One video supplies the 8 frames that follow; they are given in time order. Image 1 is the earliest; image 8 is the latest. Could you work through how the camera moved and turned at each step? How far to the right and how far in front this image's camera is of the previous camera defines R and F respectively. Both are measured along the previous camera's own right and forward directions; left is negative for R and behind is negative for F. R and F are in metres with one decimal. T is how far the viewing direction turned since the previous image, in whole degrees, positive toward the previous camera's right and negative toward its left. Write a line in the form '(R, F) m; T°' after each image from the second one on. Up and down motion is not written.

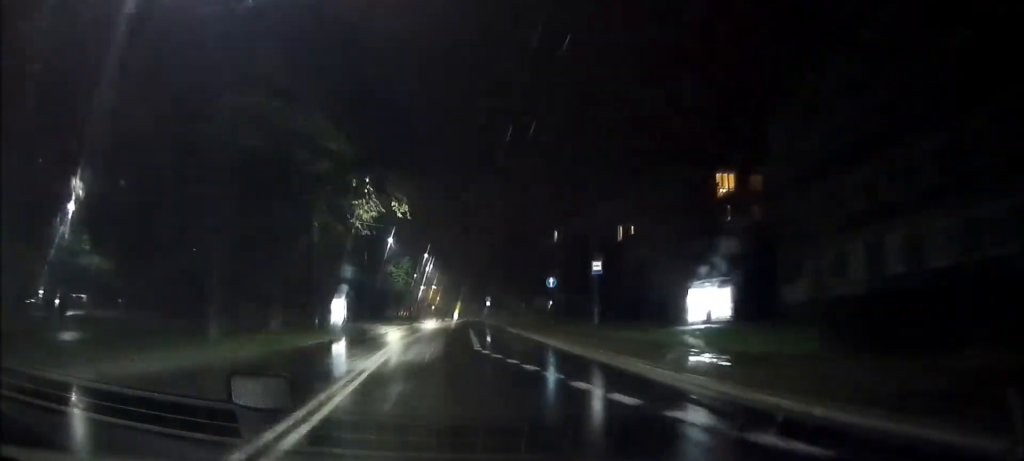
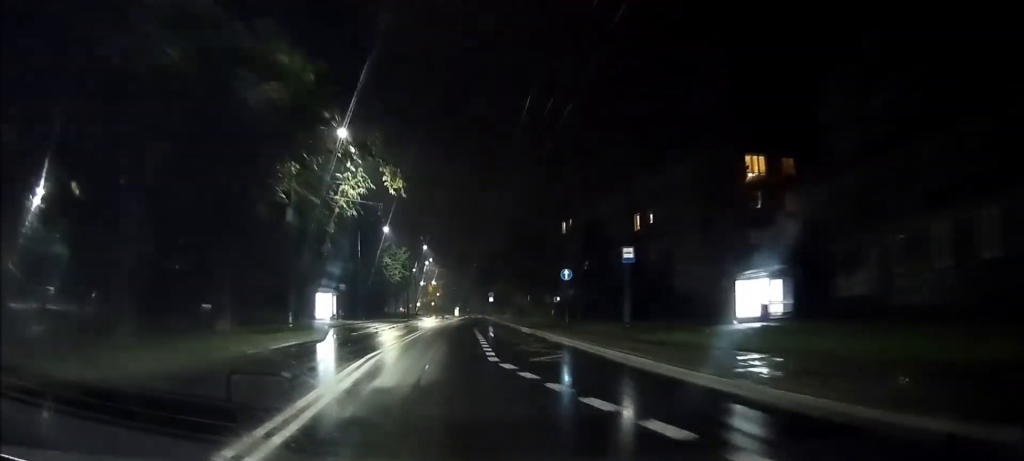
(0.0, +6.8) m; +1°
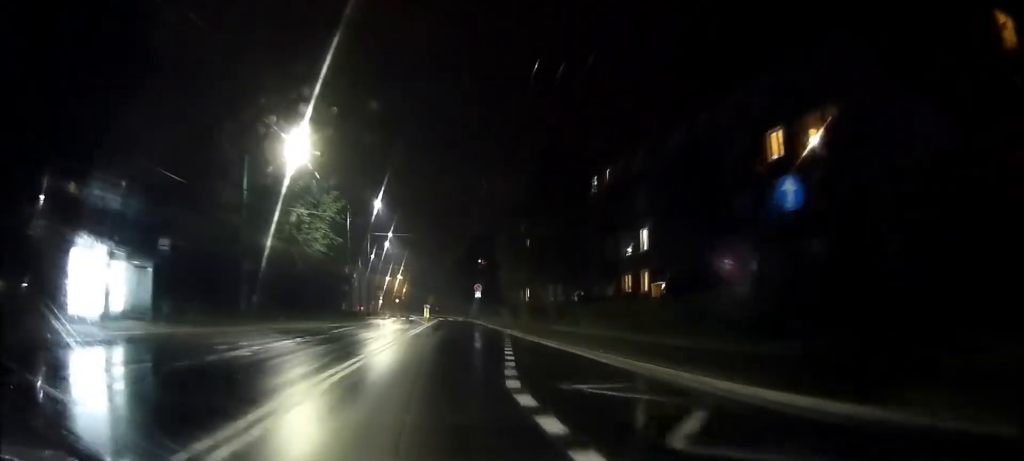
(+1.6, +36.1) m; +4°
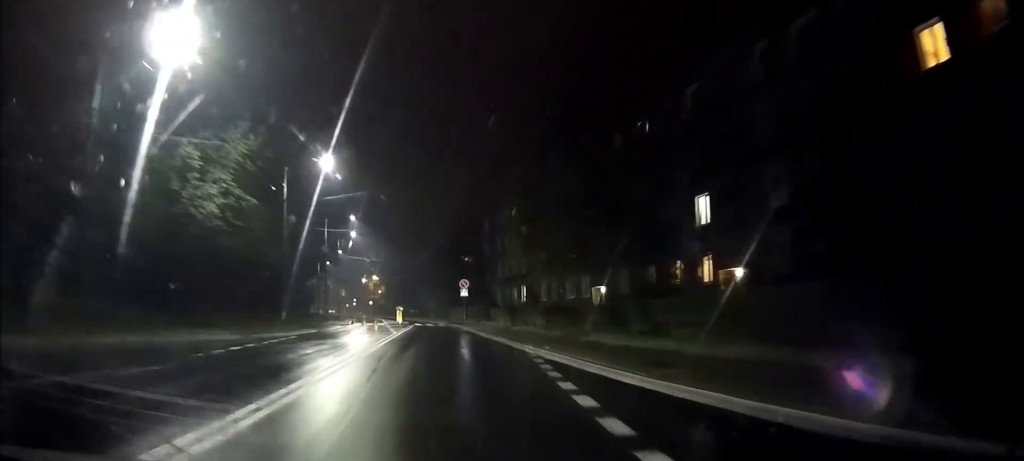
(-0.1, +16.6) m; -1°
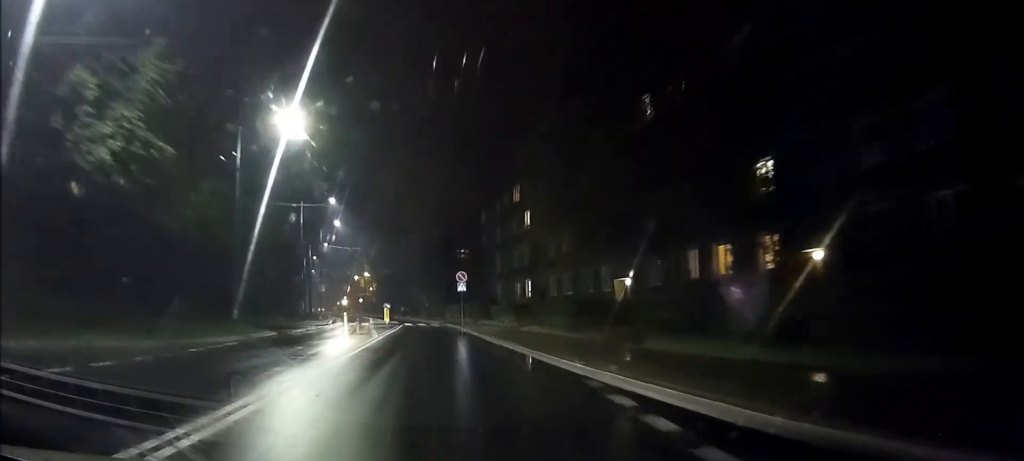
(-0.1, +8.5) m; -1°
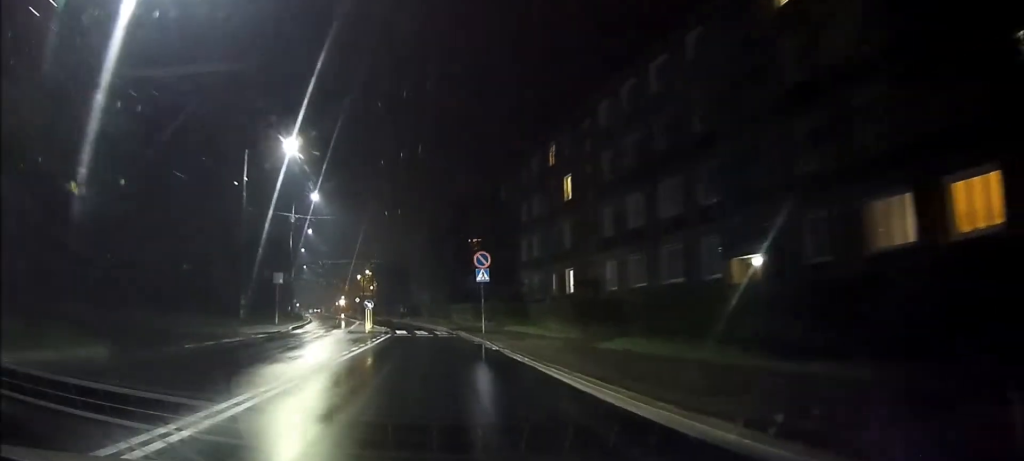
(-0.1, +17.4) m; -2°
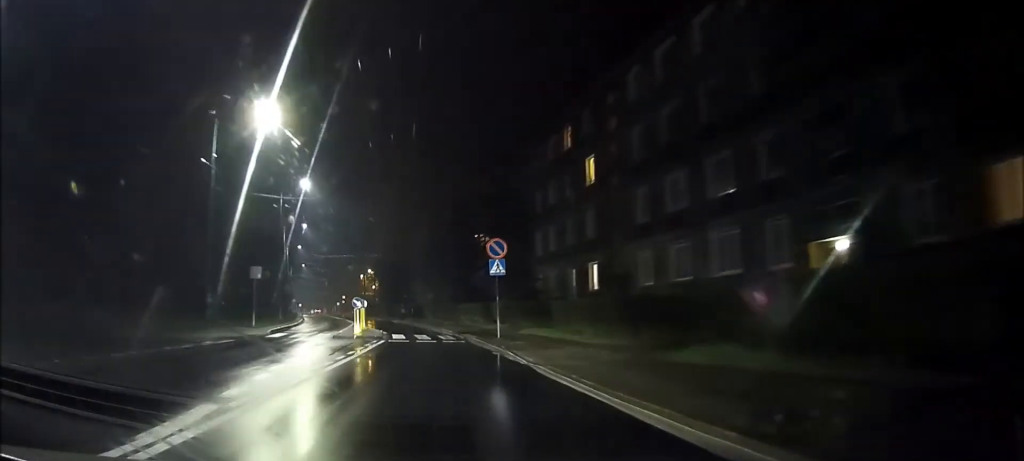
(-0.2, +5.9) m; -2°
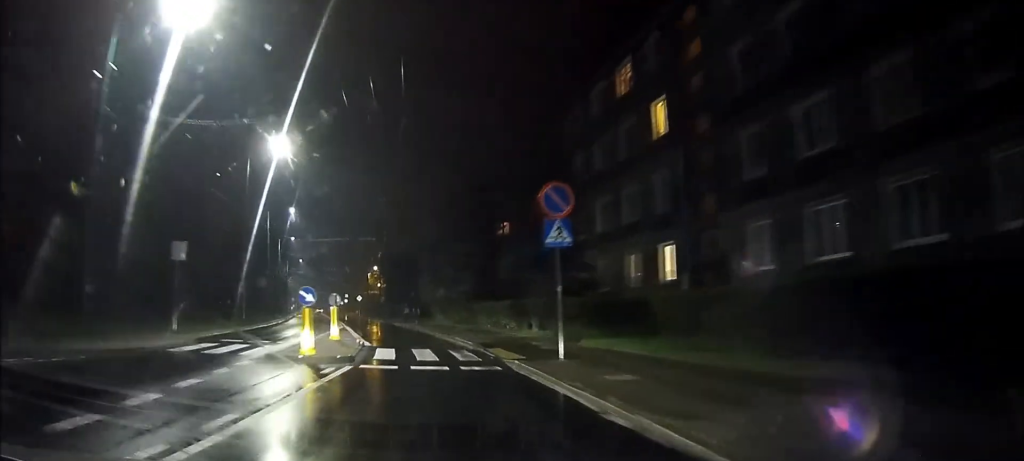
(-0.3, +11.7) m; -3°
